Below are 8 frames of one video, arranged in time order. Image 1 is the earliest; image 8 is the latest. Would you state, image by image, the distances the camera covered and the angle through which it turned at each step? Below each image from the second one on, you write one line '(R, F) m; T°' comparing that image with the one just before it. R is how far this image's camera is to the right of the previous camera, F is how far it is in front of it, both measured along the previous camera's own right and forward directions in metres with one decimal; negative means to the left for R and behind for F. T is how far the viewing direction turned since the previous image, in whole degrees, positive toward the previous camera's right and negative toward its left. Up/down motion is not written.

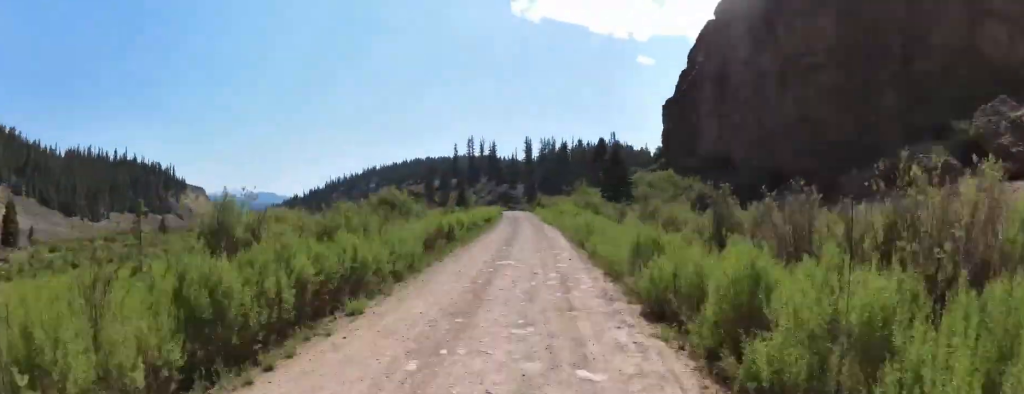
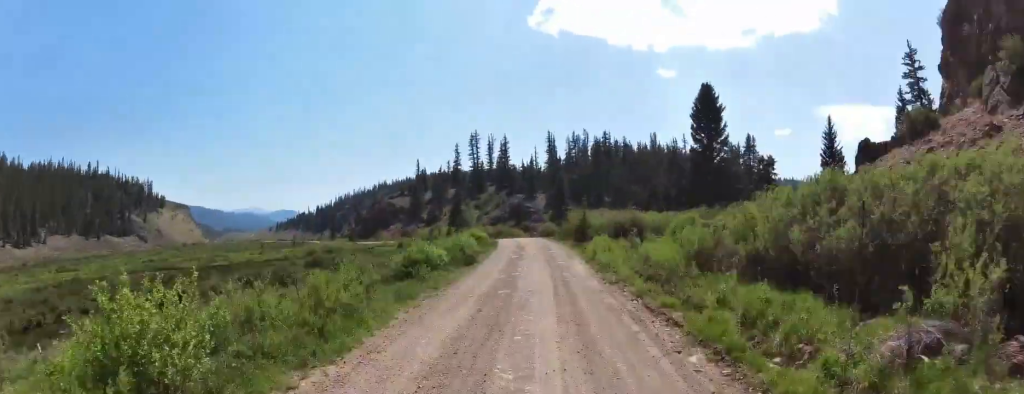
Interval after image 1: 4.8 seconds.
(+5.2, +61.8) m; -8°
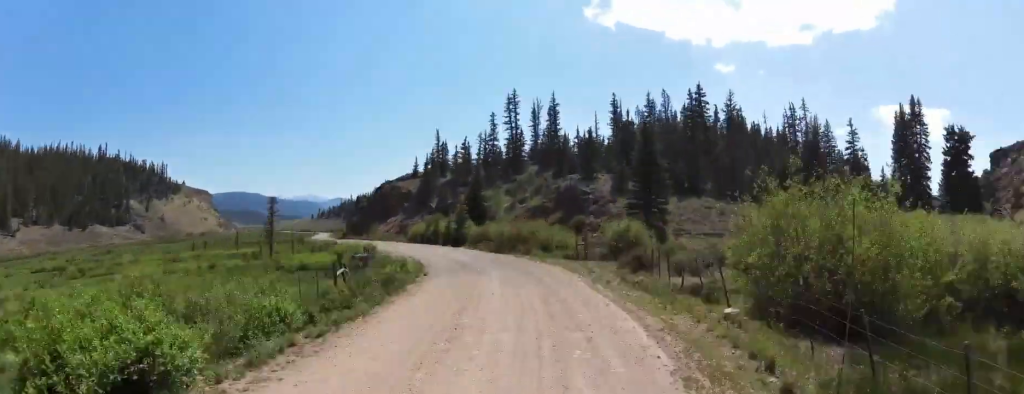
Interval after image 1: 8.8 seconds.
(-9.5, +51.5) m; -9°
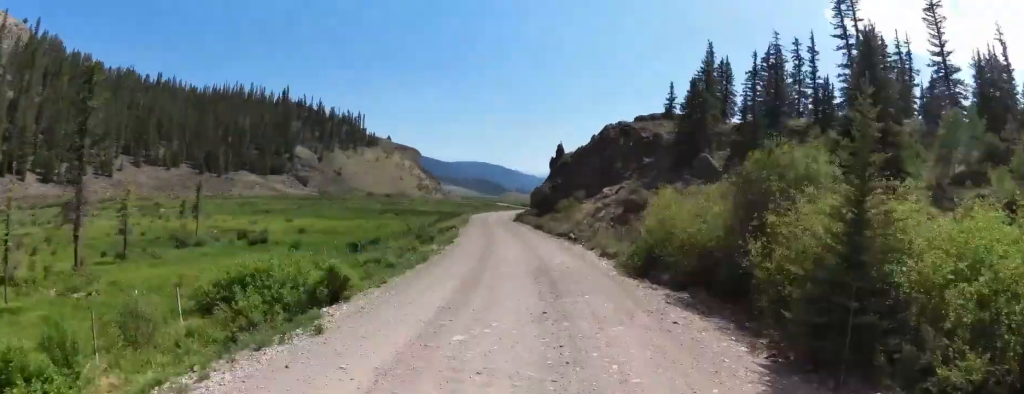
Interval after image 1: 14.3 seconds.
(-10.0, +73.5) m; -11°
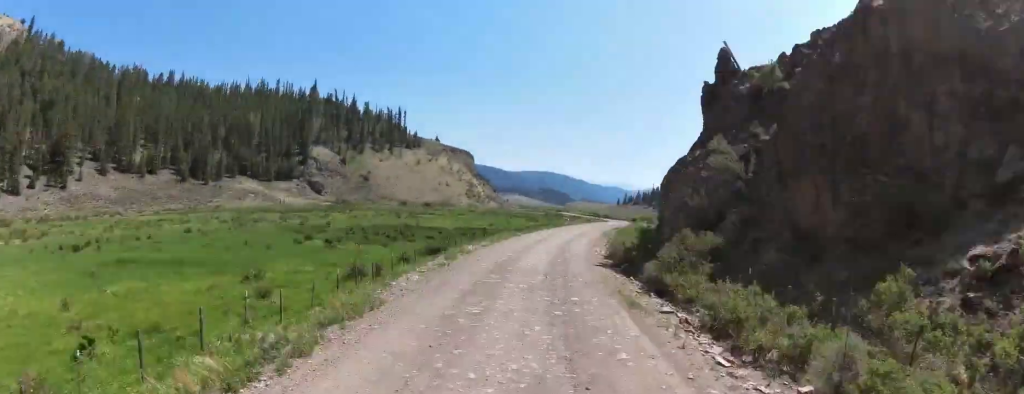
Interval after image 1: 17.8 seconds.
(-3.4, +49.4) m; -2°
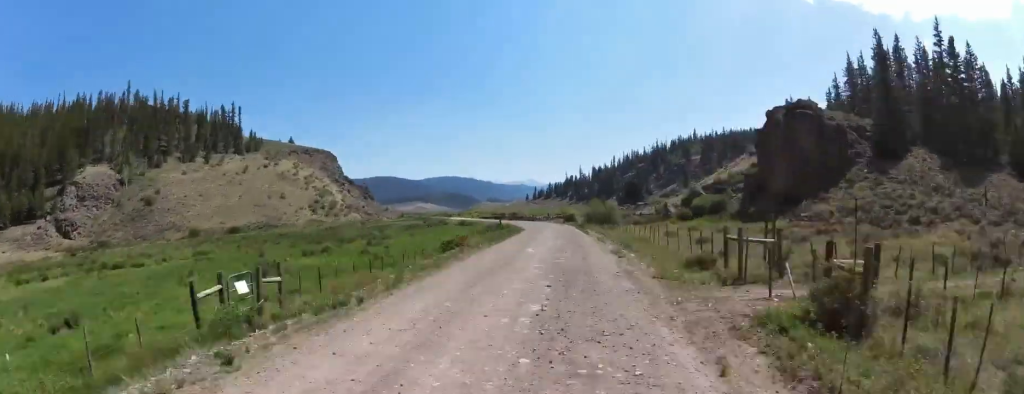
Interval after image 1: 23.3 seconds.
(-2.3, +79.5) m; -4°
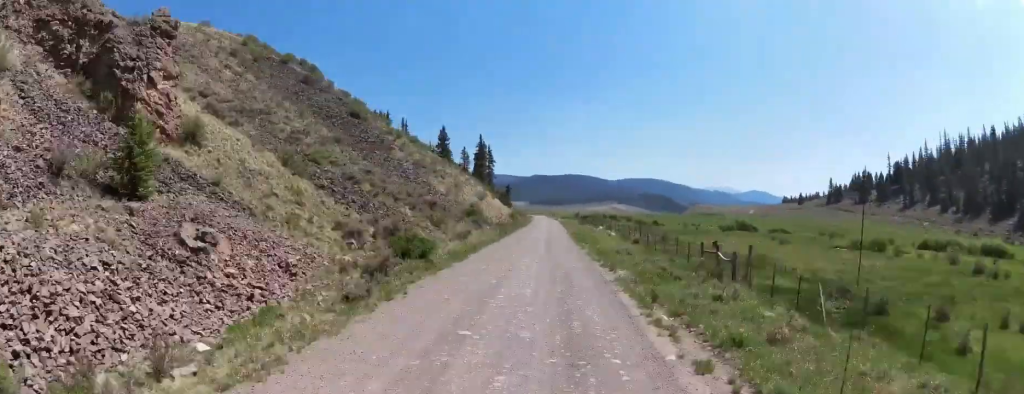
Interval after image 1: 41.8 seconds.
(-42.1, +271.0) m; -13°
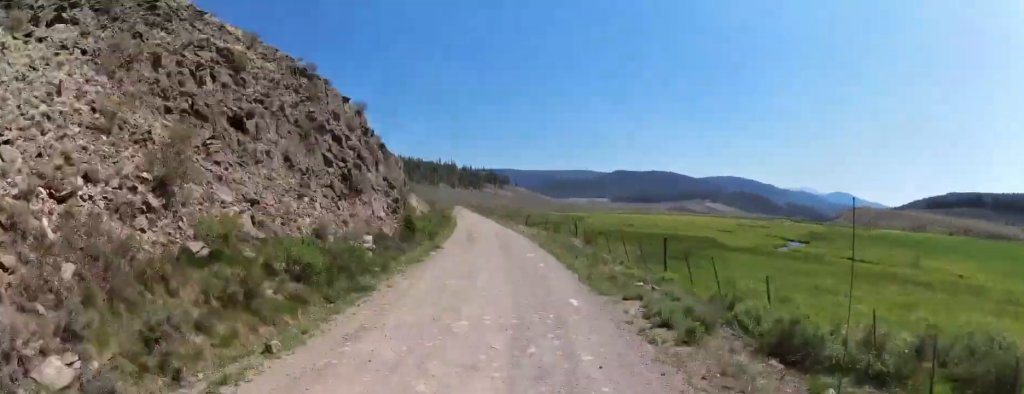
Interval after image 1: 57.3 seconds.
(-10.1, +195.0) m; -11°
